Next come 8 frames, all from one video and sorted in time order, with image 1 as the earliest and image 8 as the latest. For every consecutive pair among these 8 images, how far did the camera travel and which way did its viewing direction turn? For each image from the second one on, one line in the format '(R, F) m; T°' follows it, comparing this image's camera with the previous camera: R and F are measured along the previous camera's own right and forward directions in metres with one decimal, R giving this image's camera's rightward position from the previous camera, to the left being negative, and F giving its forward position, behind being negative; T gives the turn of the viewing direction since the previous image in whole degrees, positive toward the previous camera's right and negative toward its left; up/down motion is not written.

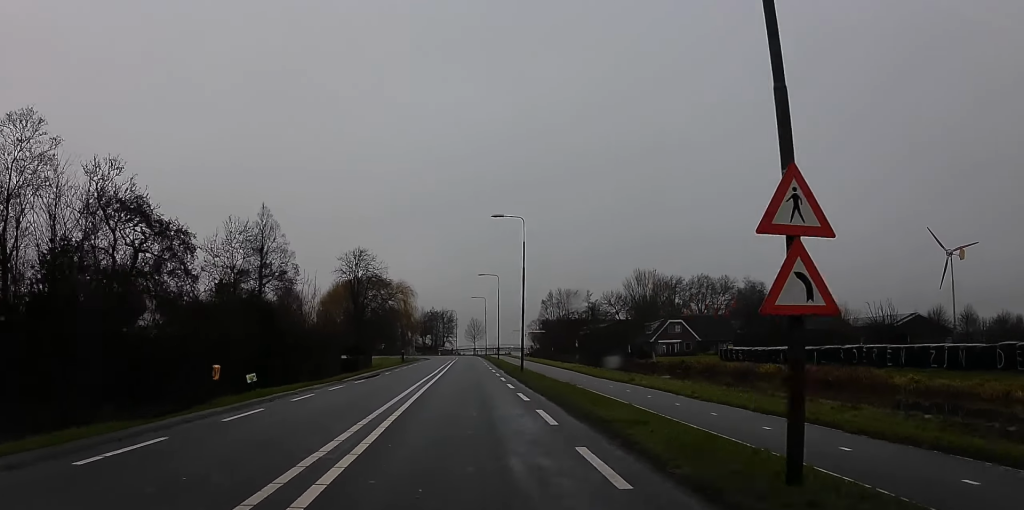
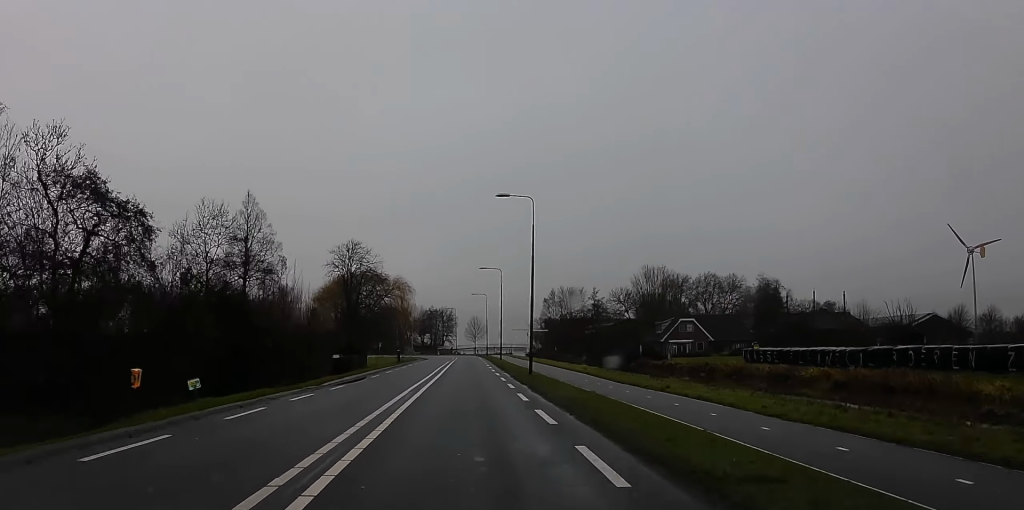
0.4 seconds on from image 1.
(-0.1, +6.1) m; -1°
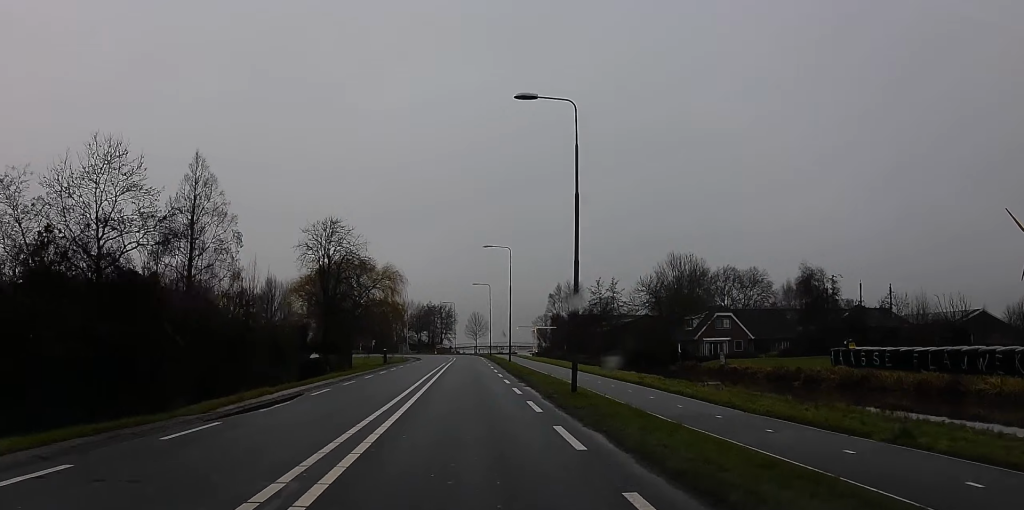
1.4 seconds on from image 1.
(0.0, +15.7) m; 0°
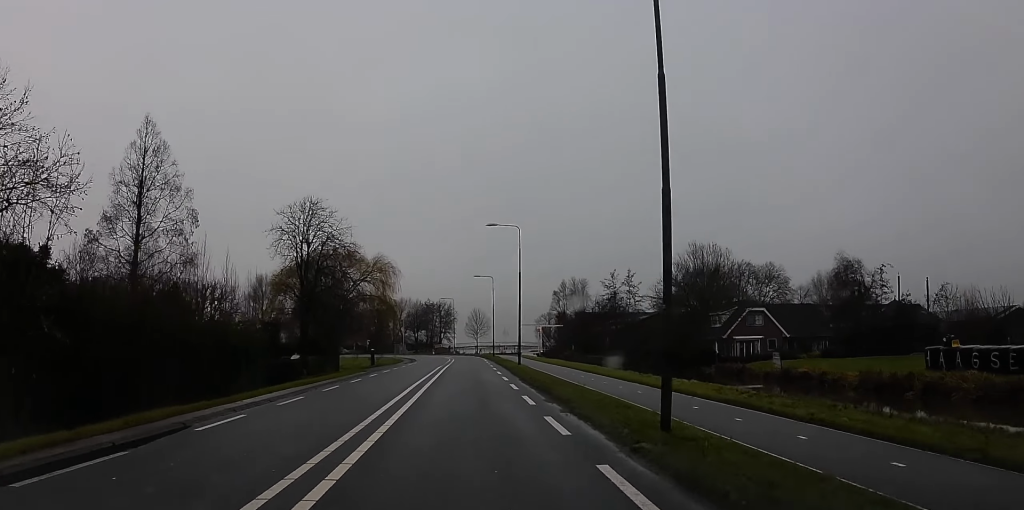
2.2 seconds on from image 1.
(0.0, +10.8) m; +2°
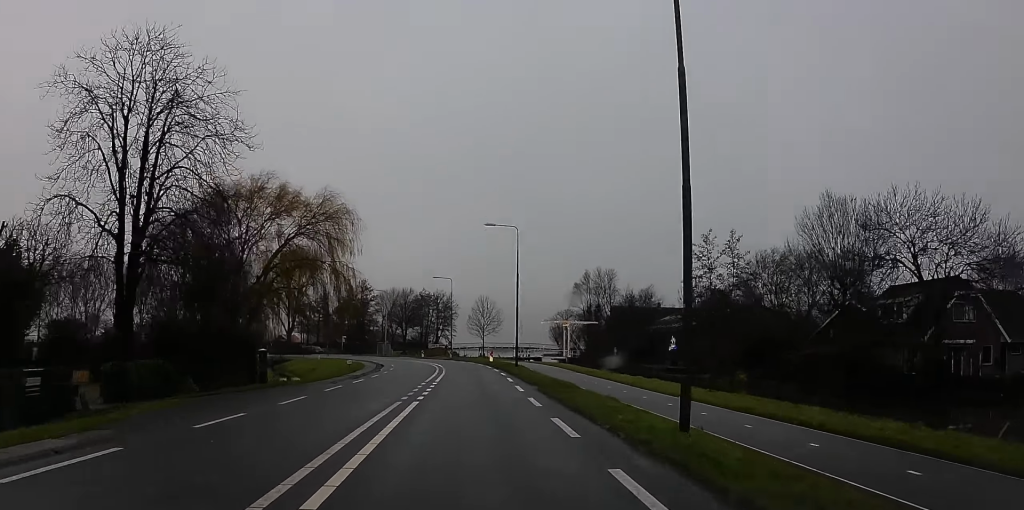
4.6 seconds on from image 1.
(+0.1, +36.6) m; -1°
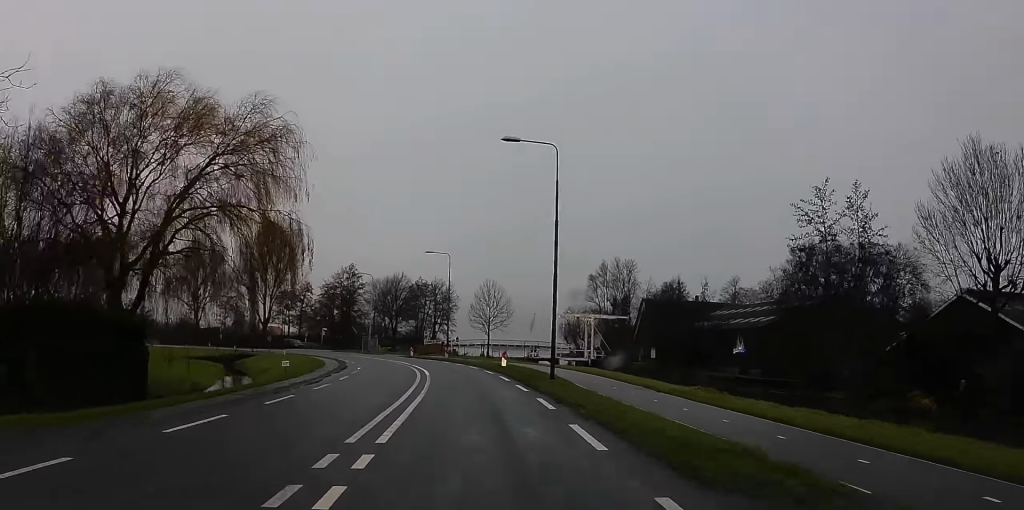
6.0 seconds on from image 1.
(+0.8, +20.8) m; +5°
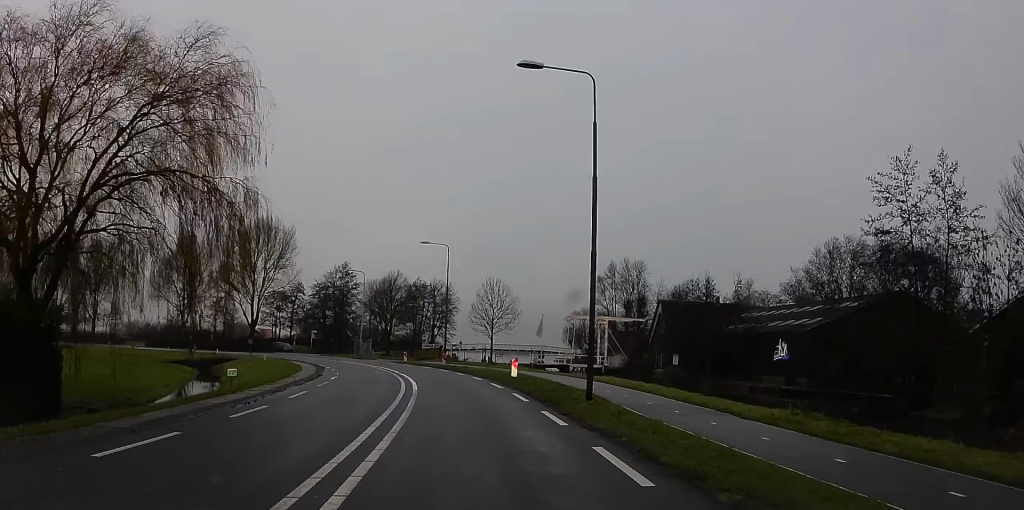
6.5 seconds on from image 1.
(+0.3, +8.6) m; +1°
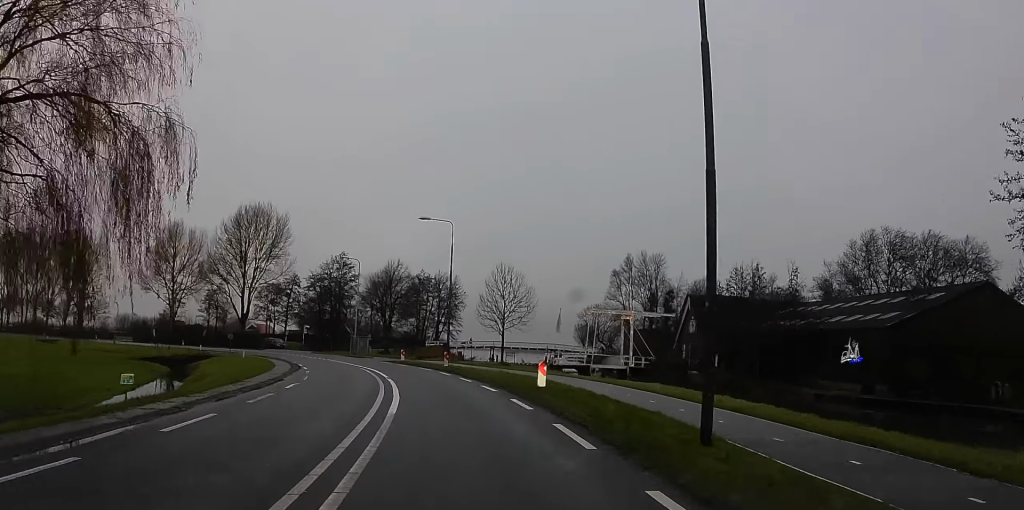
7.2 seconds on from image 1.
(0.0, +9.7) m; -3°
